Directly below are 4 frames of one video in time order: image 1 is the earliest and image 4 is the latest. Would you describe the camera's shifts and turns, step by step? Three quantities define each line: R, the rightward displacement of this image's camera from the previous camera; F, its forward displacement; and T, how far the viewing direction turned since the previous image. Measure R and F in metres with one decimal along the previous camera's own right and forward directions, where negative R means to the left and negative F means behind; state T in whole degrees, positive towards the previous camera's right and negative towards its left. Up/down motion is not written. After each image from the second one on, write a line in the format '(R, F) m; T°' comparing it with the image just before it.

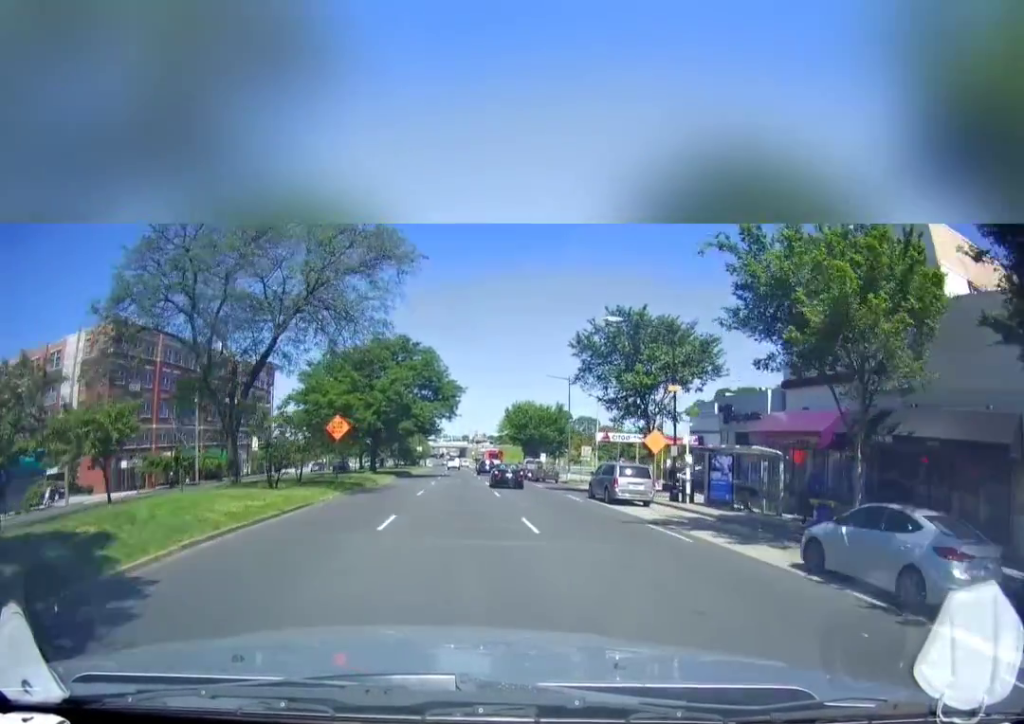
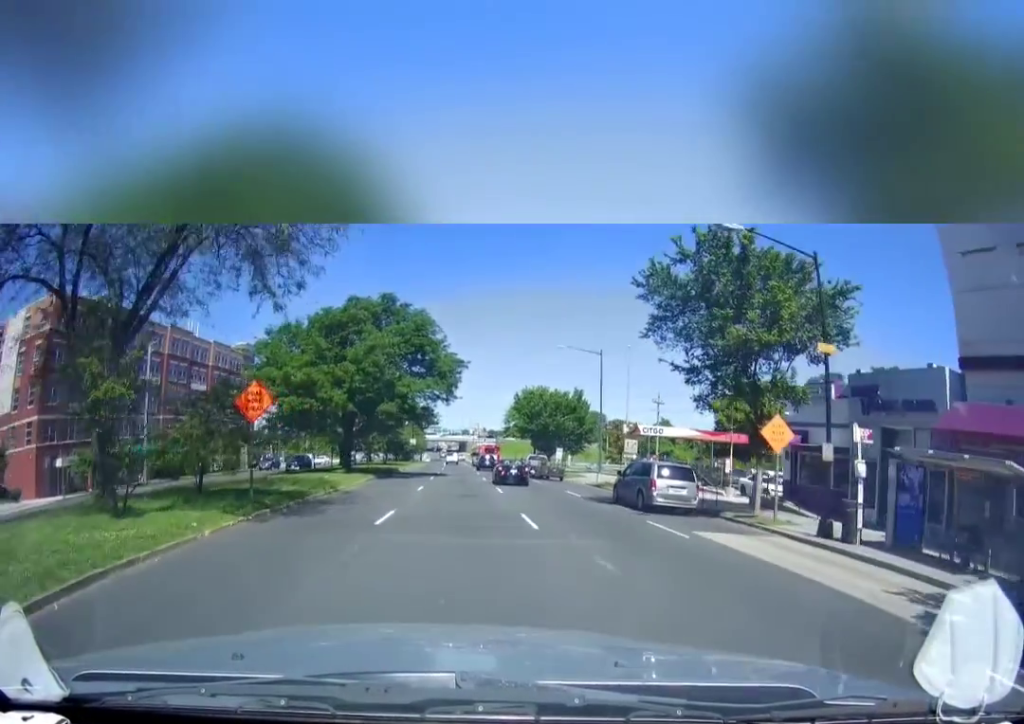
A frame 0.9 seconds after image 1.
(-0.6, +11.8) m; 0°
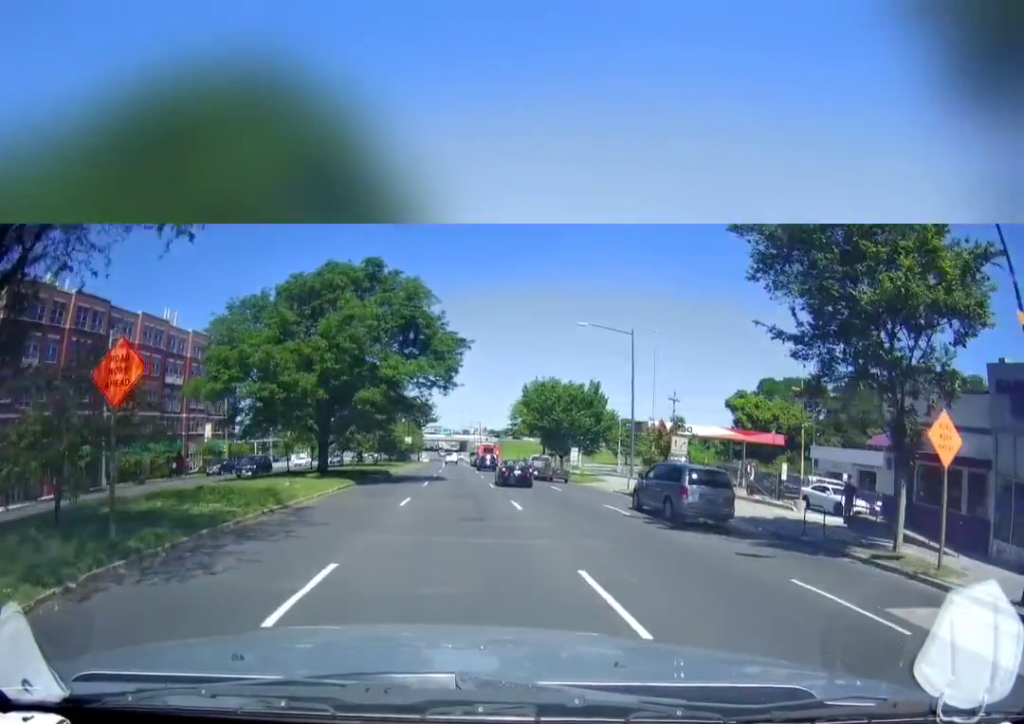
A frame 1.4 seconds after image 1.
(+0.3, +7.8) m; 0°
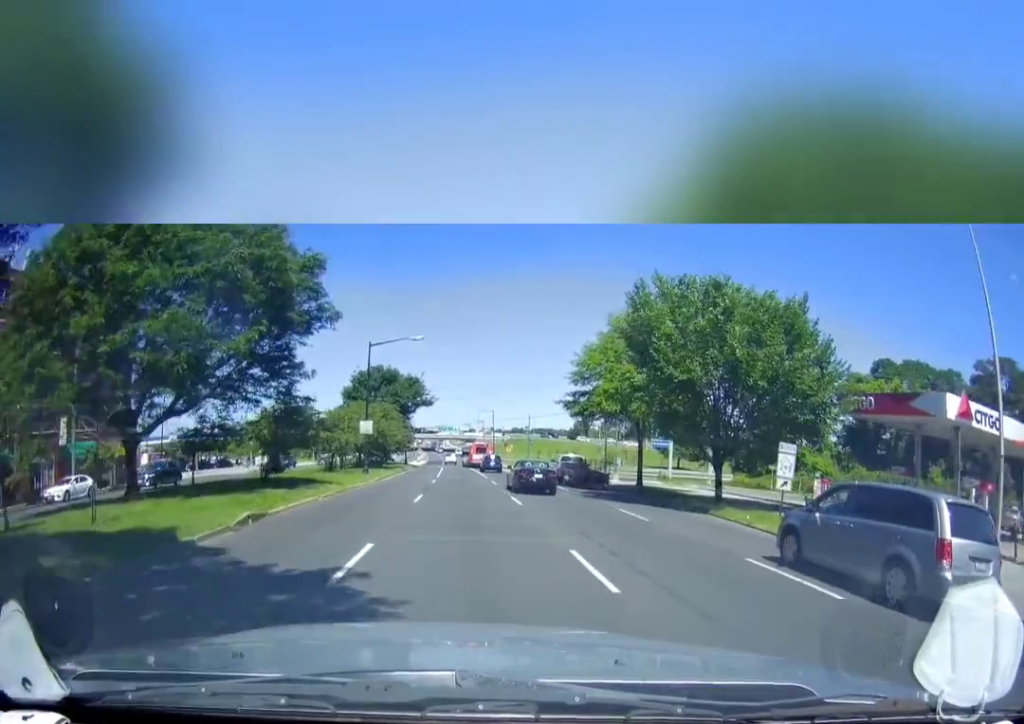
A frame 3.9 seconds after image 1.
(-0.1, +34.1) m; +1°
